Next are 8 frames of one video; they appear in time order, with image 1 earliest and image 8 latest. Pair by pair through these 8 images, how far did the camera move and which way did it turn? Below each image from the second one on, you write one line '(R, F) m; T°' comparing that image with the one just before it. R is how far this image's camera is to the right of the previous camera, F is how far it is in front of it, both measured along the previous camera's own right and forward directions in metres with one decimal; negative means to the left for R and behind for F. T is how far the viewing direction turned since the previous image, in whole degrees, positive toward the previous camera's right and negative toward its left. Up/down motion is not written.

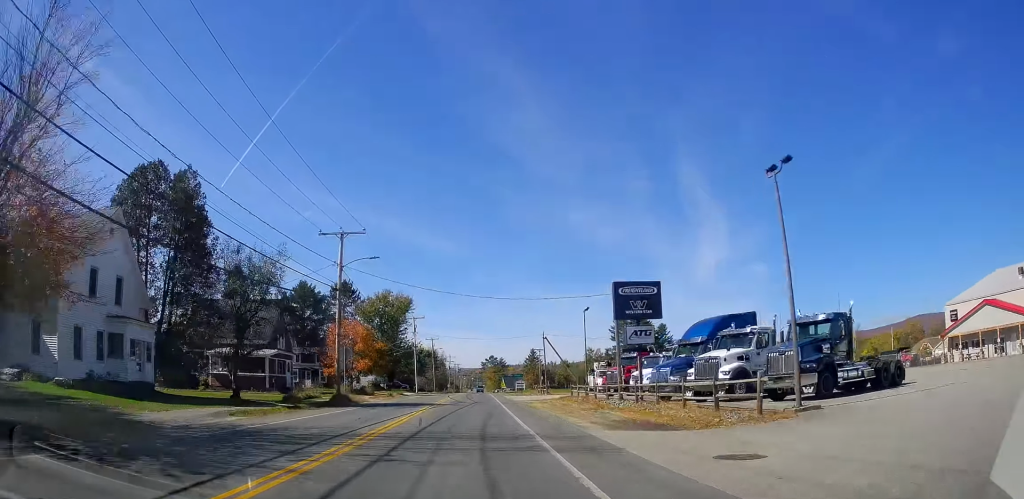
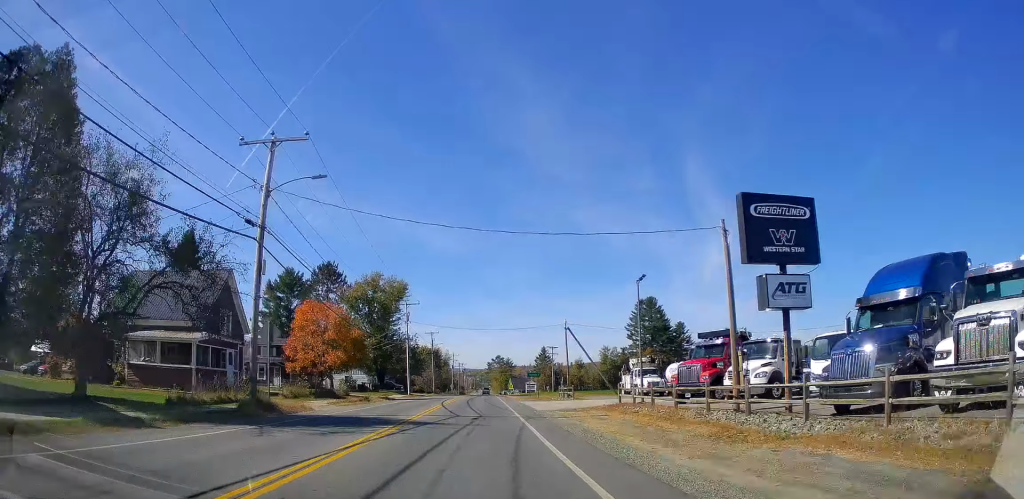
(-0.6, +14.1) m; -1°
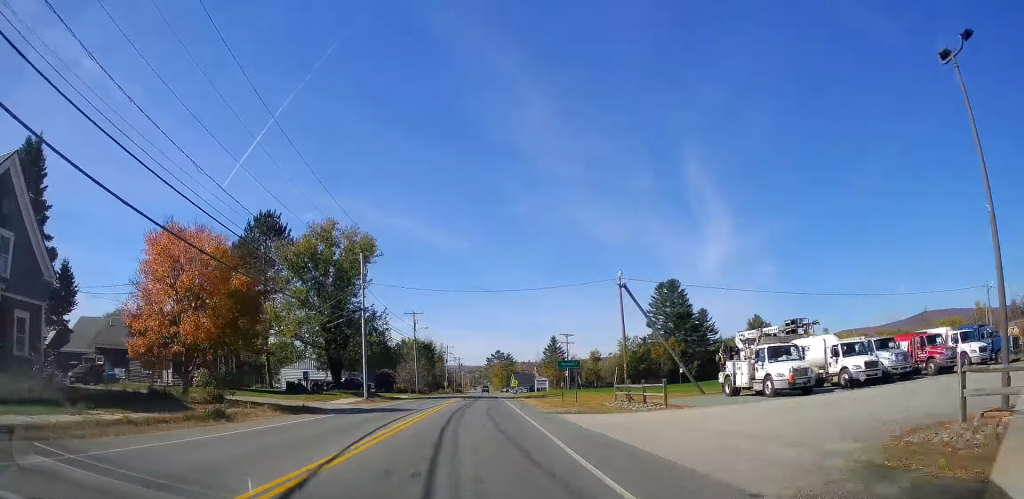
(+0.4, +23.7) m; 0°
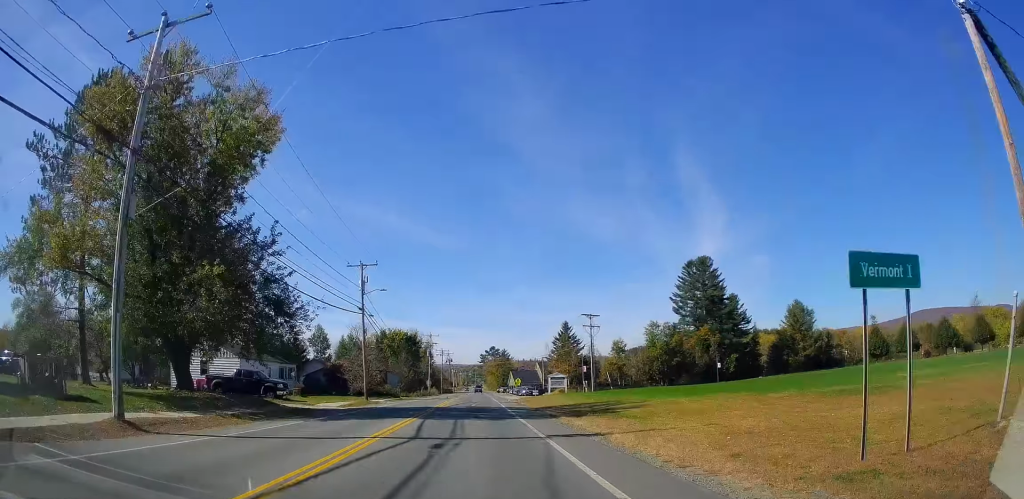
(-0.2, +28.7) m; +1°
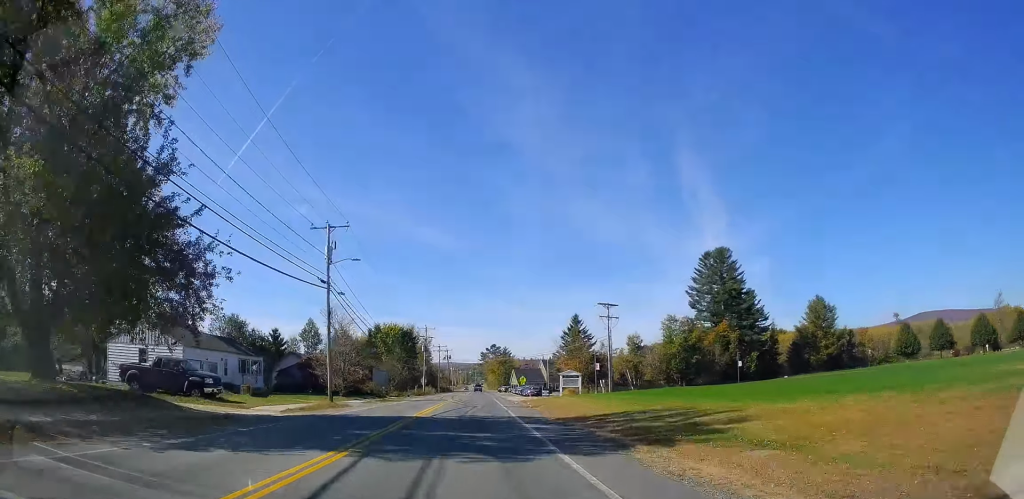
(+0.1, +10.4) m; +1°
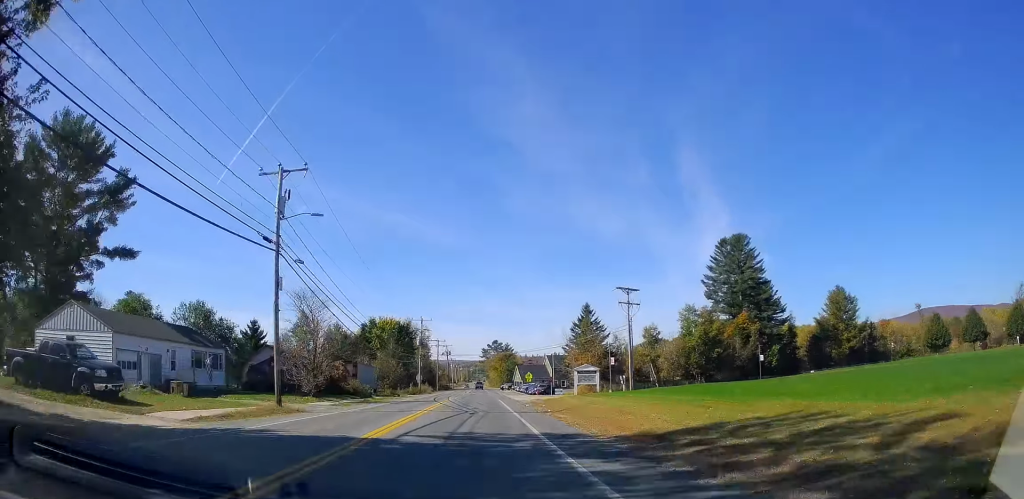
(0.0, +9.0) m; 0°
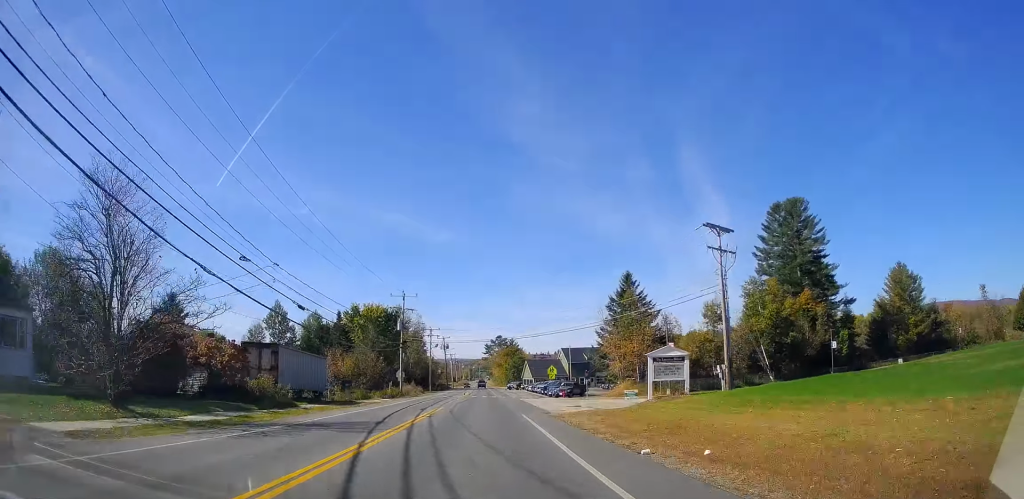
(-0.2, +23.3) m; -1°
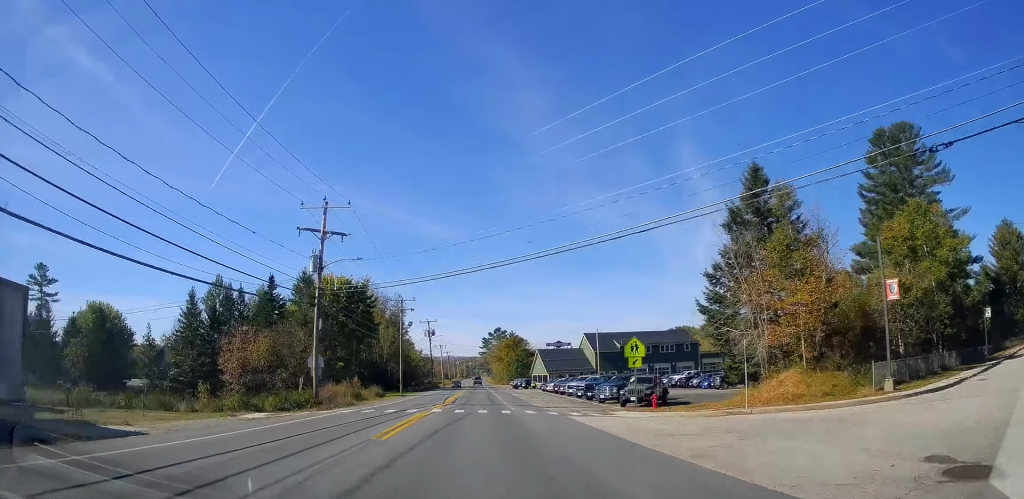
(0.0, +32.0) m; 0°
